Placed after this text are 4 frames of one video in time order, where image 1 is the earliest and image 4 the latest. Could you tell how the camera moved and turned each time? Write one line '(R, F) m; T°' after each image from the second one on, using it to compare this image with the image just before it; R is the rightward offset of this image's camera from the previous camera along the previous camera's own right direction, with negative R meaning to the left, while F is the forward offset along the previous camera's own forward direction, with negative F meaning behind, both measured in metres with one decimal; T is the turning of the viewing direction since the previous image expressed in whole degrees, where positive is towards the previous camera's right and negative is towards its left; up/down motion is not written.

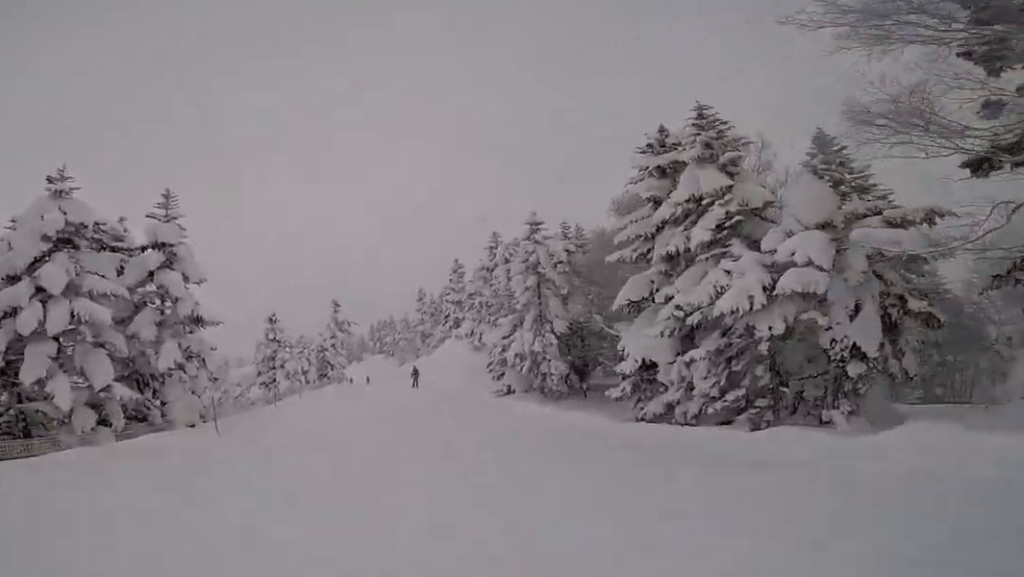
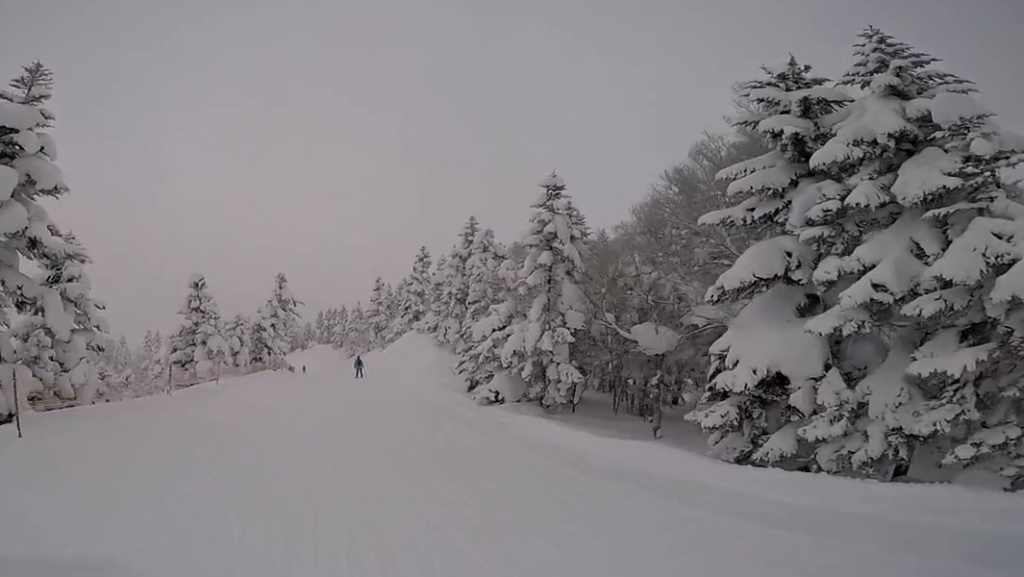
(0.0, +5.4) m; -5°
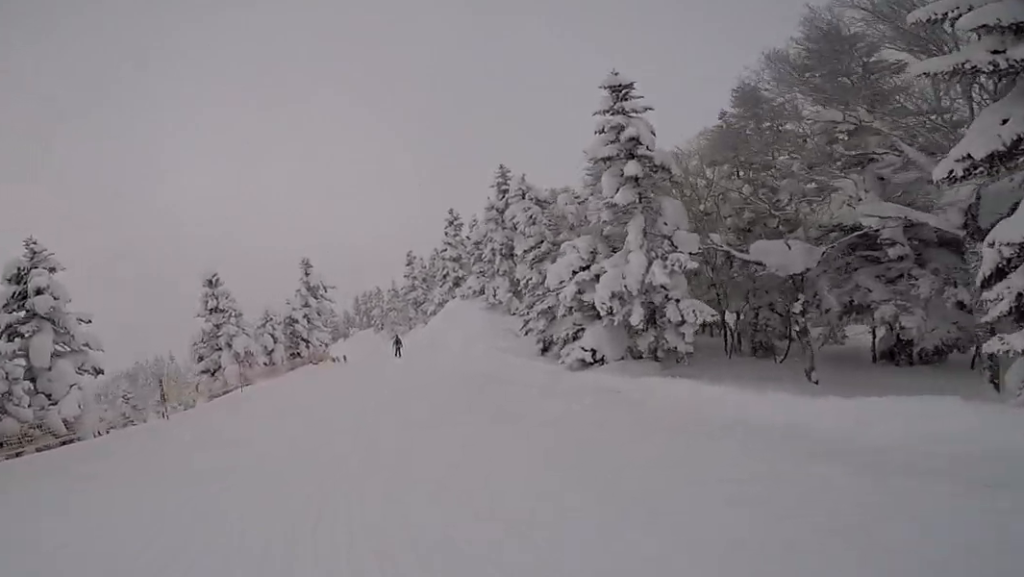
(-0.1, +3.5) m; -2°
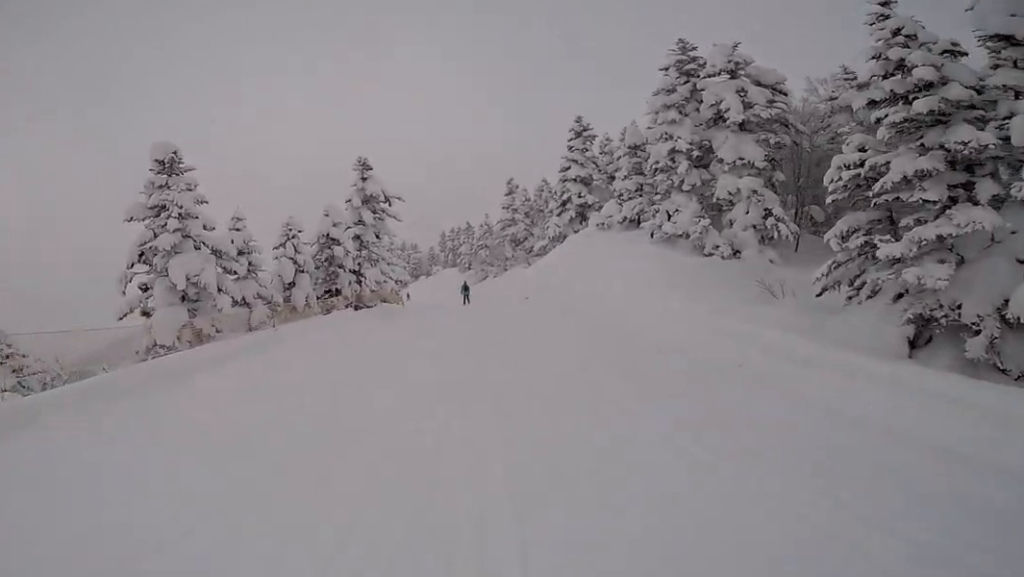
(0.0, +11.2) m; 0°
